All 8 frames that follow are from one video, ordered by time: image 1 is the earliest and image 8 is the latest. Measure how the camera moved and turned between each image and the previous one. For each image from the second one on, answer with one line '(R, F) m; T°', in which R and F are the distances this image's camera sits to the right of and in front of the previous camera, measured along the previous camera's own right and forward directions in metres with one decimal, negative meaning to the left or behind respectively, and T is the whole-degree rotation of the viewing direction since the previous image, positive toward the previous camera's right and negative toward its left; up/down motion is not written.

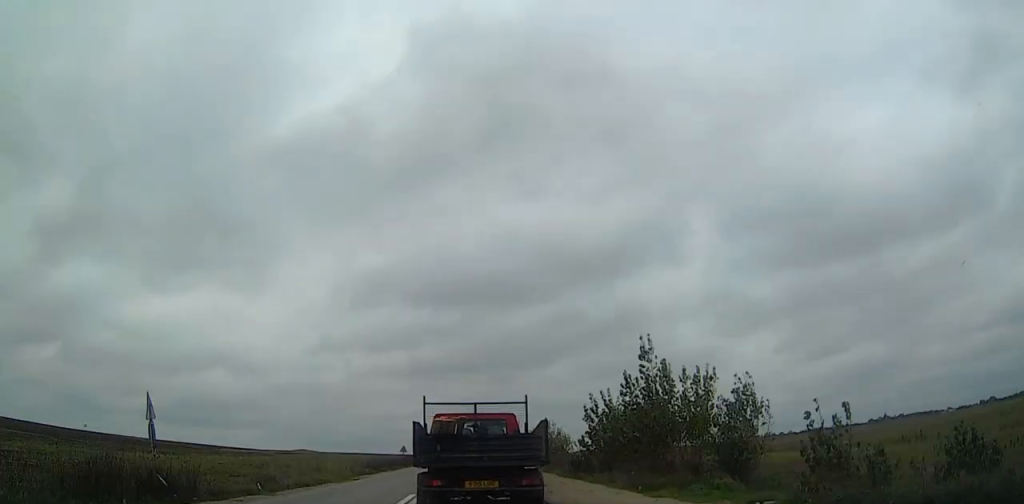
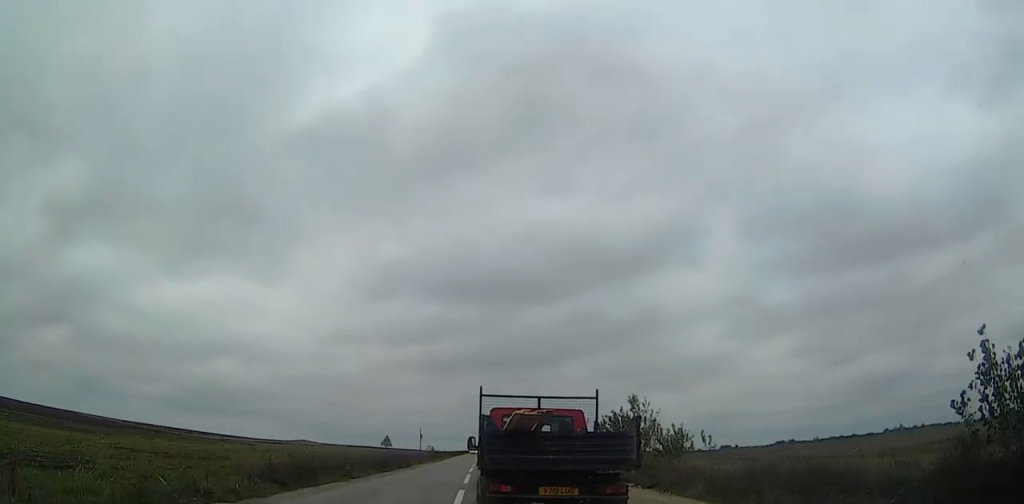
(0.0, +27.4) m; +1°
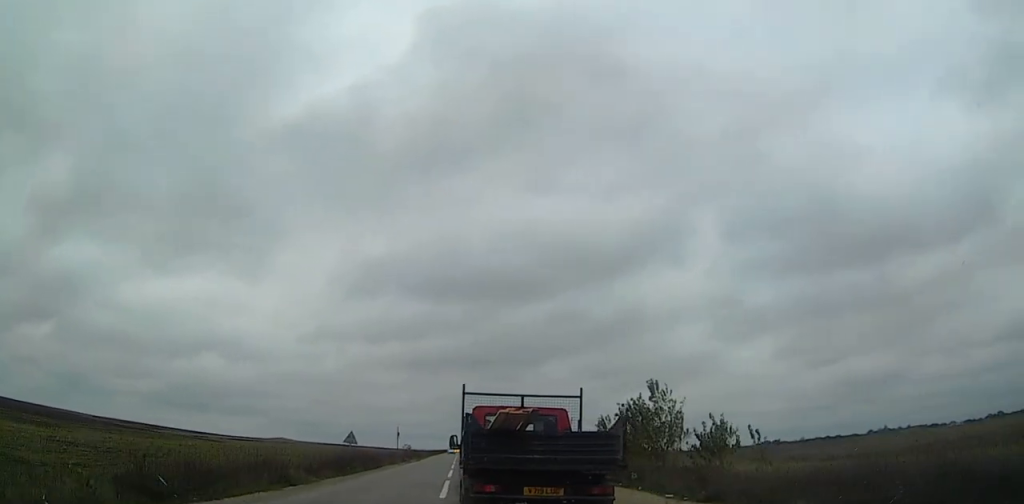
(0.0, +7.3) m; +1°
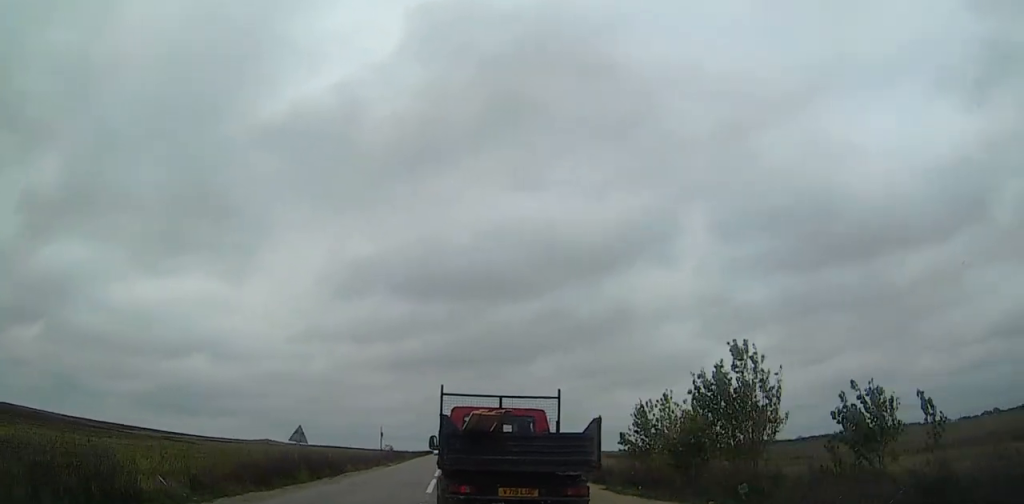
(+0.1, +10.4) m; +1°
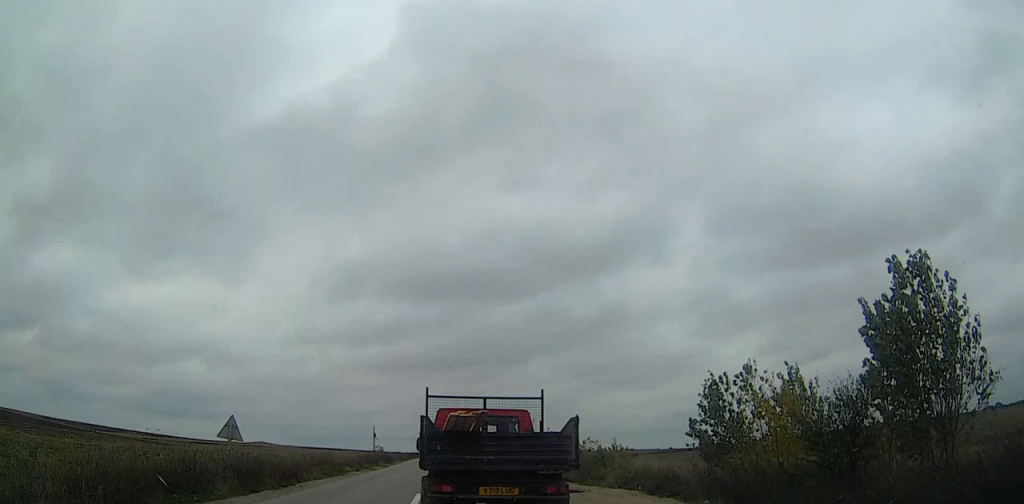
(+0.1, +8.9) m; 0°
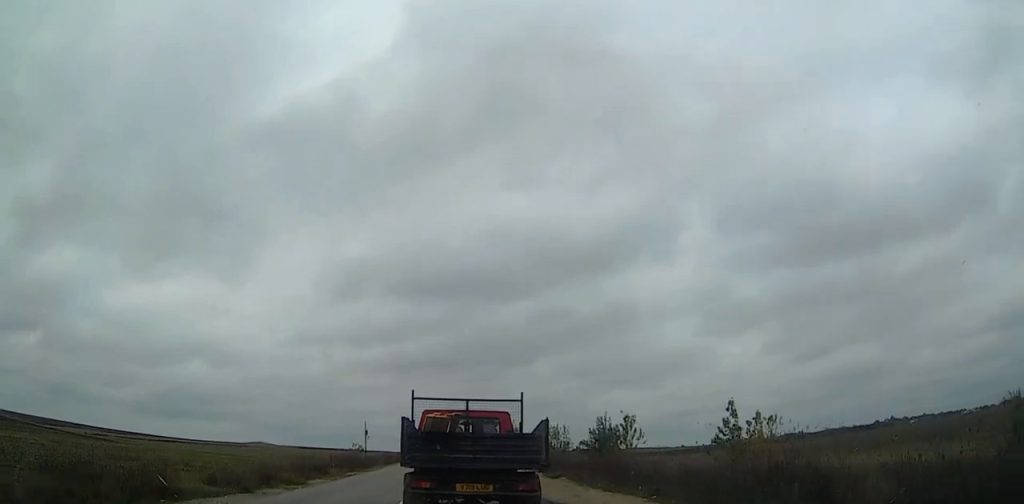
(+0.1, +23.6) m; 0°
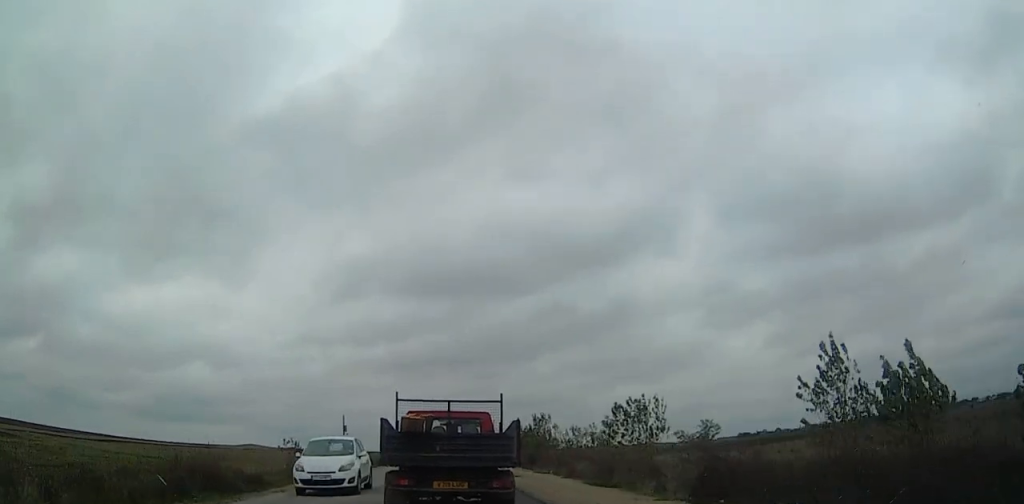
(+0.1, +26.5) m; 0°
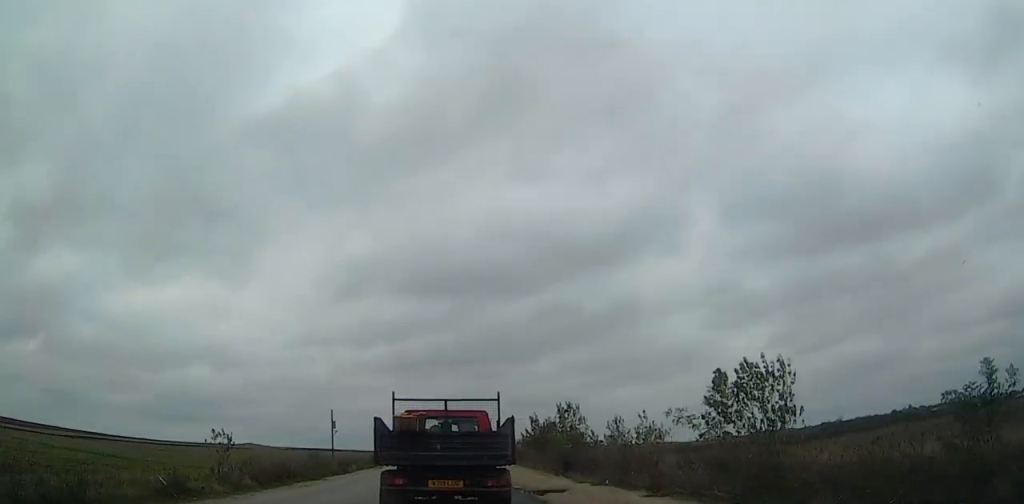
(0.0, +11.5) m; 0°
